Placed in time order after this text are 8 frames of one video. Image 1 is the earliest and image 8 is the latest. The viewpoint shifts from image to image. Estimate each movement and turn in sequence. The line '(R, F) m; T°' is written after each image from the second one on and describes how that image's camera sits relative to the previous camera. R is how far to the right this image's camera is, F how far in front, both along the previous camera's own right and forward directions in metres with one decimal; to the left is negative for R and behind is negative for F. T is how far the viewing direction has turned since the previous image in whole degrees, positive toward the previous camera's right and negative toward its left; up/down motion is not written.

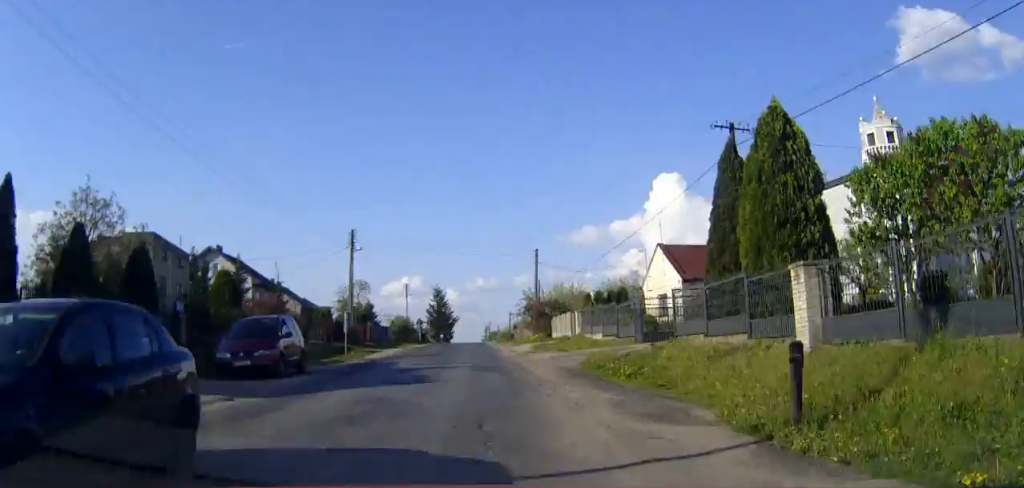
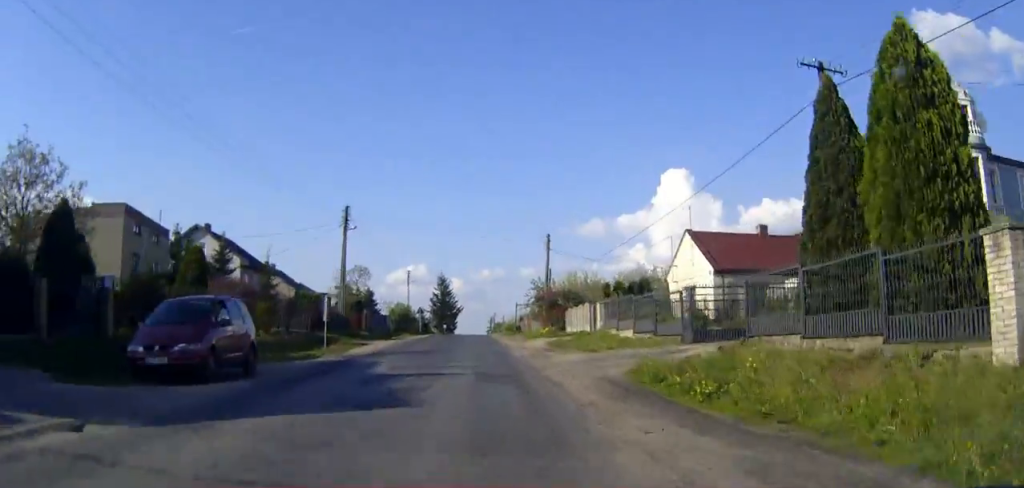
(0.0, +5.4) m; 0°
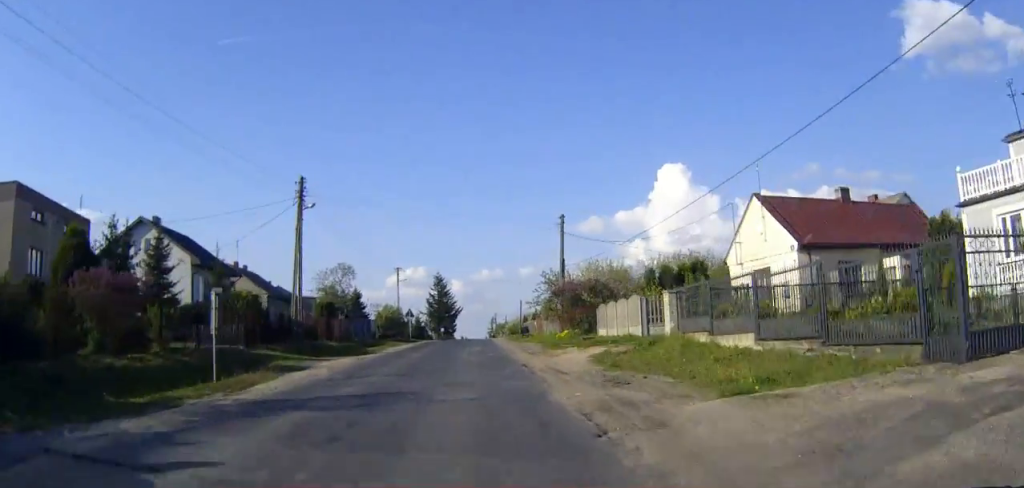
(0.0, +12.0) m; 0°
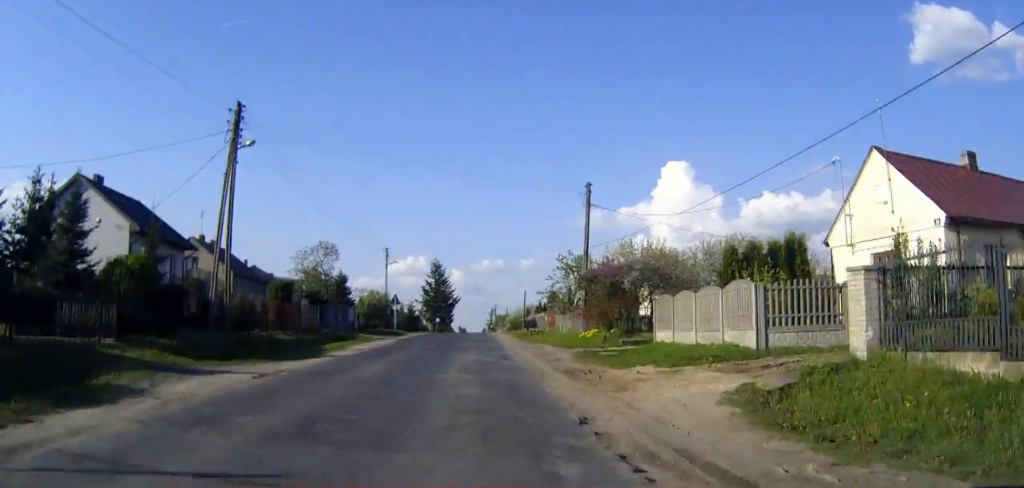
(0.0, +11.4) m; 0°
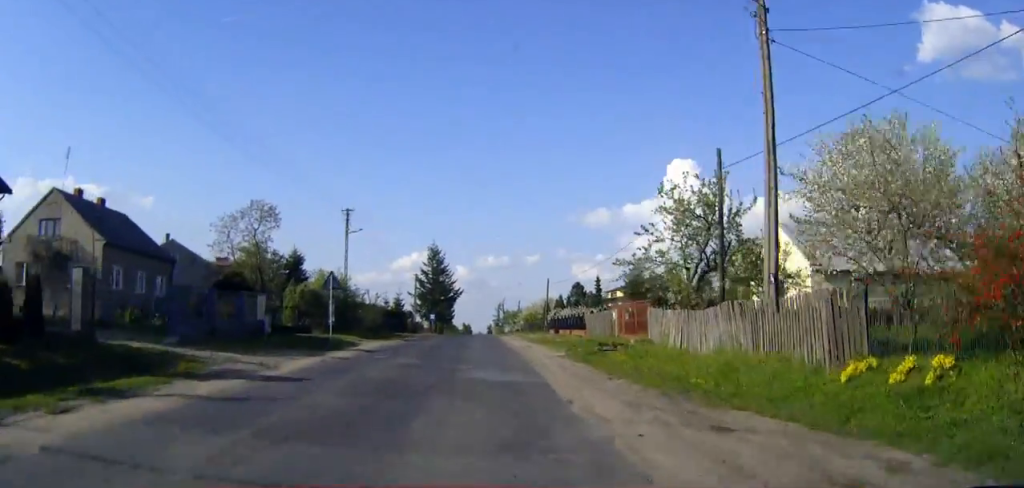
(-0.1, +26.2) m; 0°
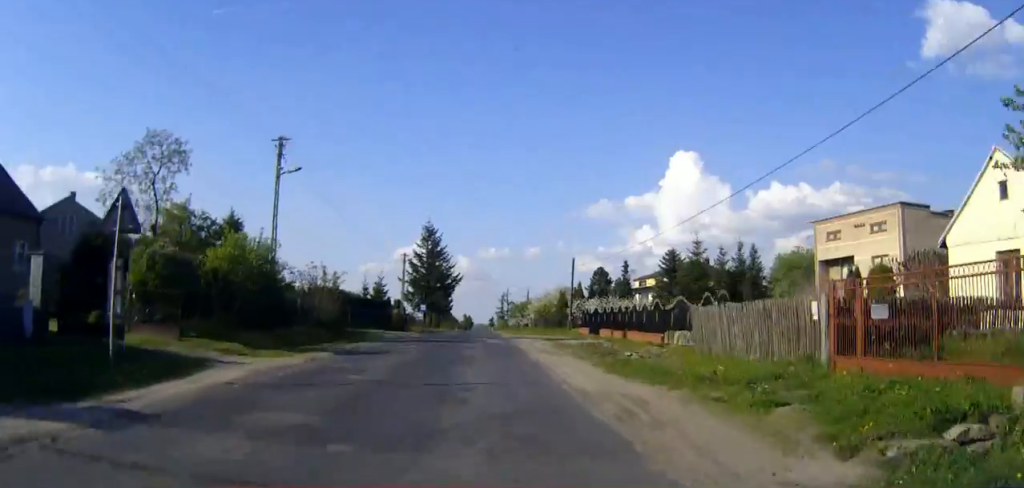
(0.0, +18.3) m; 0°
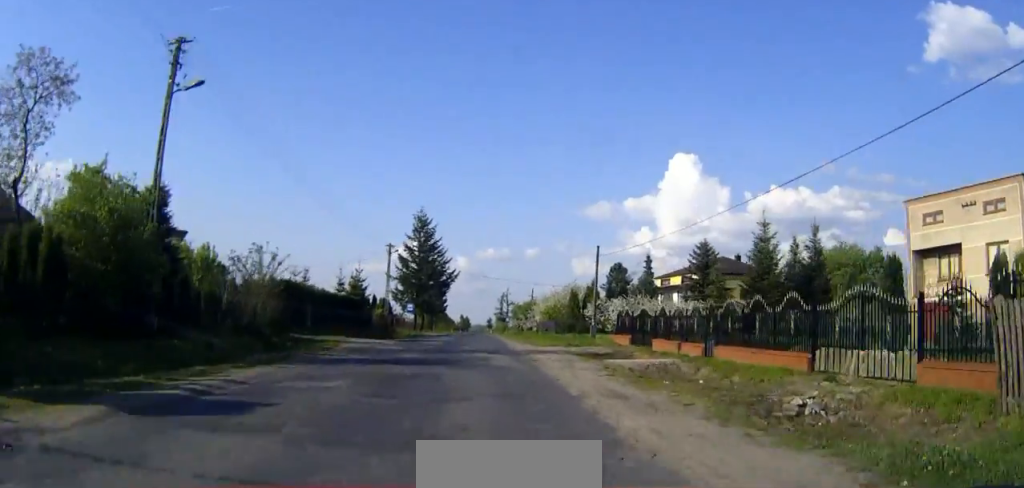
(0.0, +12.4) m; 0°
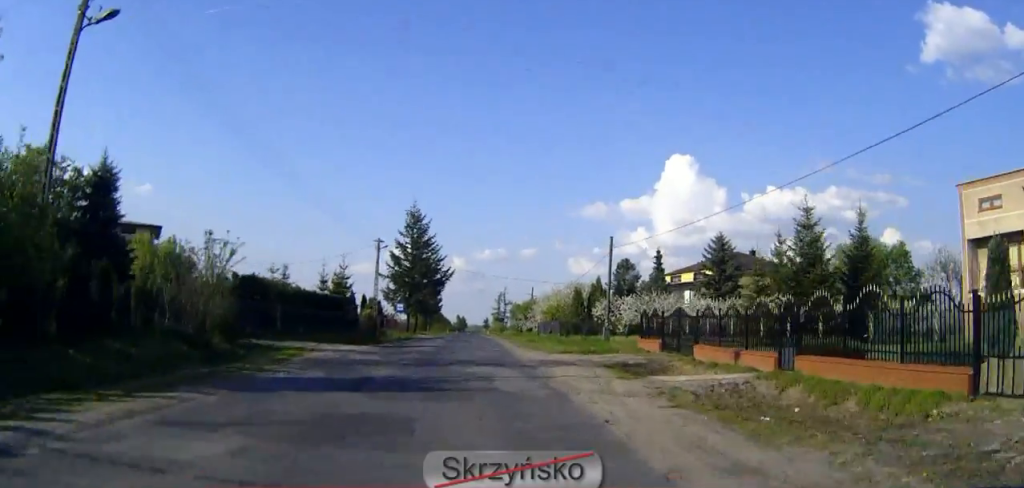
(0.0, +5.7) m; 0°
